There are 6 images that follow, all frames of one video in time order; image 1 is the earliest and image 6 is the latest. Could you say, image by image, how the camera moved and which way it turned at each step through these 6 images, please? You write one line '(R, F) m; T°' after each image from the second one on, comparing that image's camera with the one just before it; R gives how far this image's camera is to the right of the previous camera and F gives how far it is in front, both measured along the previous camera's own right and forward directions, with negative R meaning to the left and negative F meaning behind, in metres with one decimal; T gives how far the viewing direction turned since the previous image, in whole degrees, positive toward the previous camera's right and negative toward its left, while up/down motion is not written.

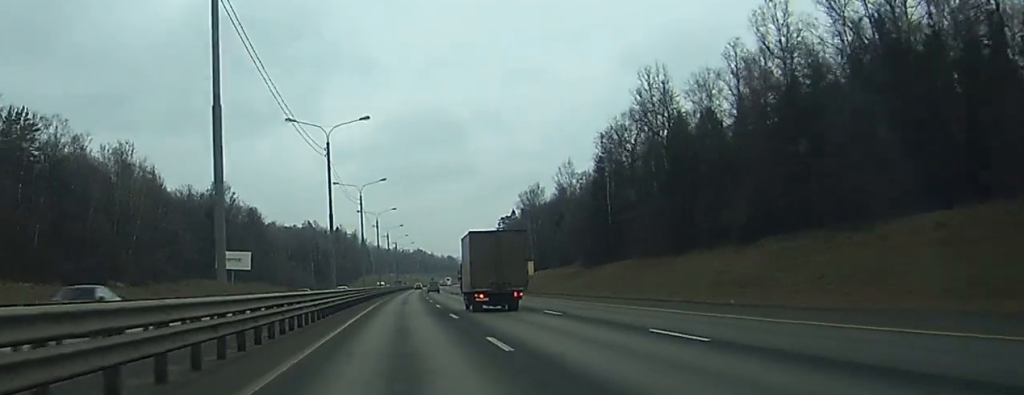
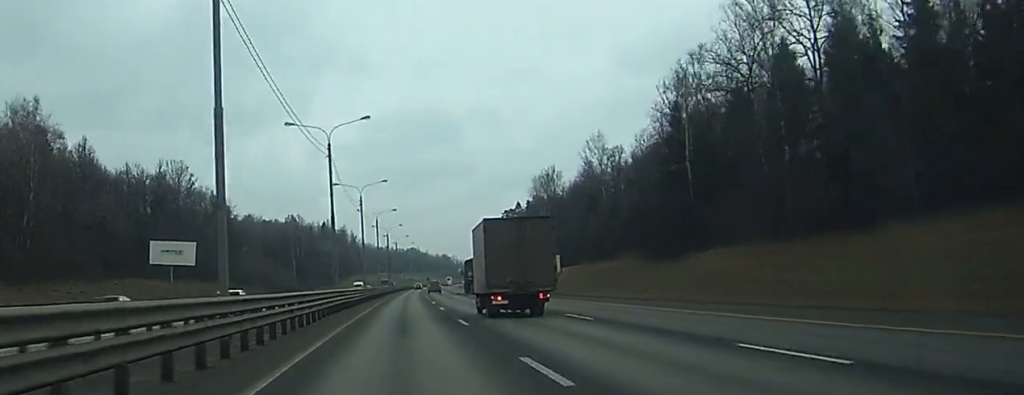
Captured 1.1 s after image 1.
(+0.2, +37.6) m; 0°
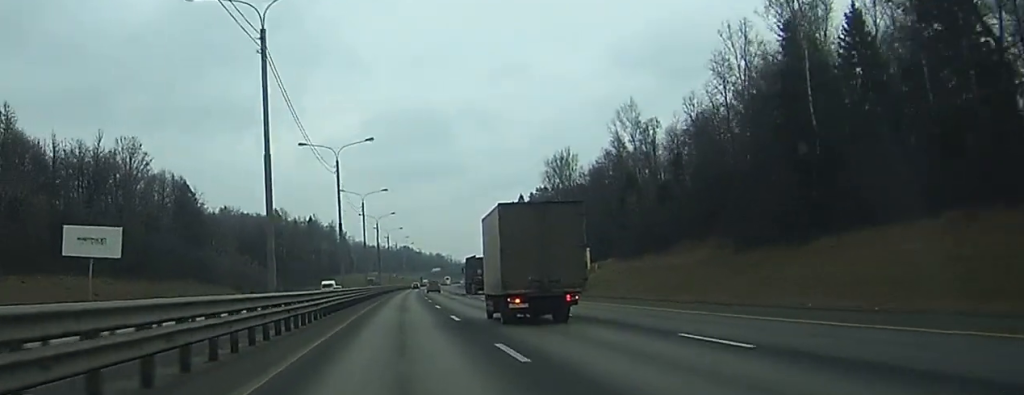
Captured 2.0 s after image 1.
(+0.1, +28.8) m; +1°
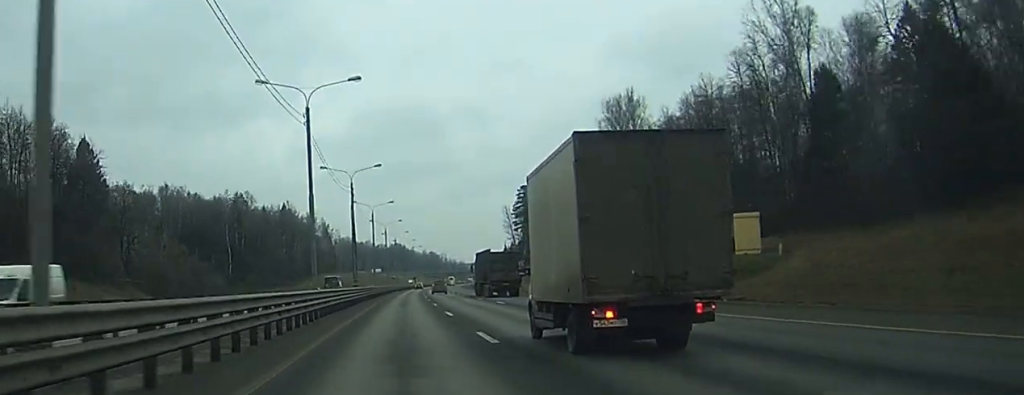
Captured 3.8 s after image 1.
(+0.6, +60.0) m; +1°
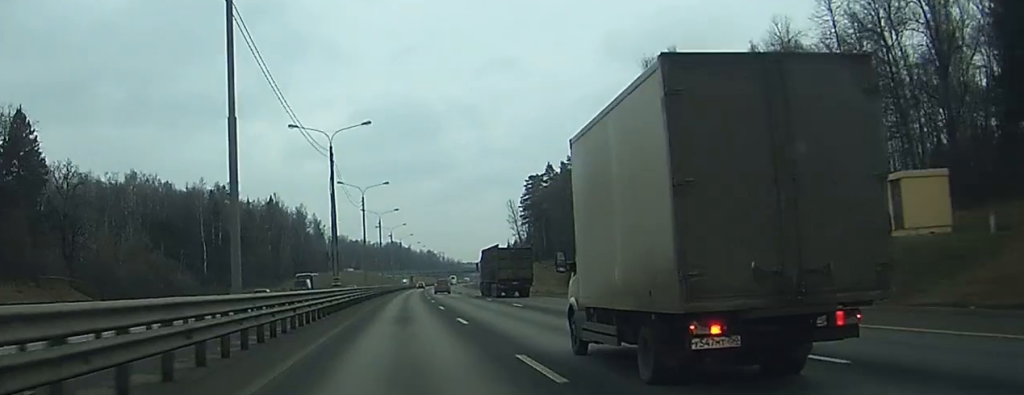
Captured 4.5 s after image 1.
(+0.1, +23.4) m; 0°
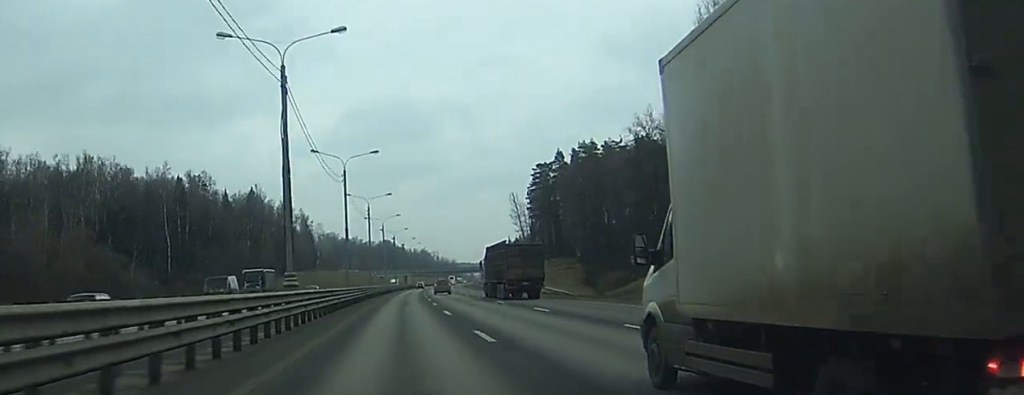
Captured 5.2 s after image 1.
(+0.2, +24.4) m; 0°
